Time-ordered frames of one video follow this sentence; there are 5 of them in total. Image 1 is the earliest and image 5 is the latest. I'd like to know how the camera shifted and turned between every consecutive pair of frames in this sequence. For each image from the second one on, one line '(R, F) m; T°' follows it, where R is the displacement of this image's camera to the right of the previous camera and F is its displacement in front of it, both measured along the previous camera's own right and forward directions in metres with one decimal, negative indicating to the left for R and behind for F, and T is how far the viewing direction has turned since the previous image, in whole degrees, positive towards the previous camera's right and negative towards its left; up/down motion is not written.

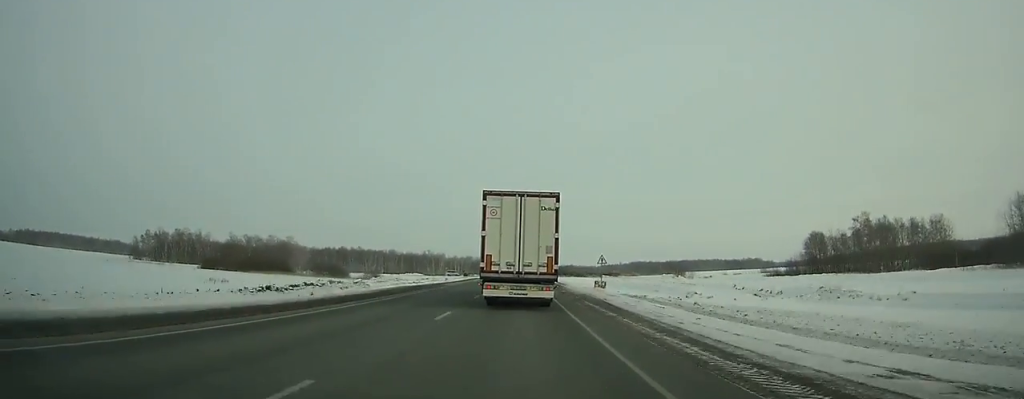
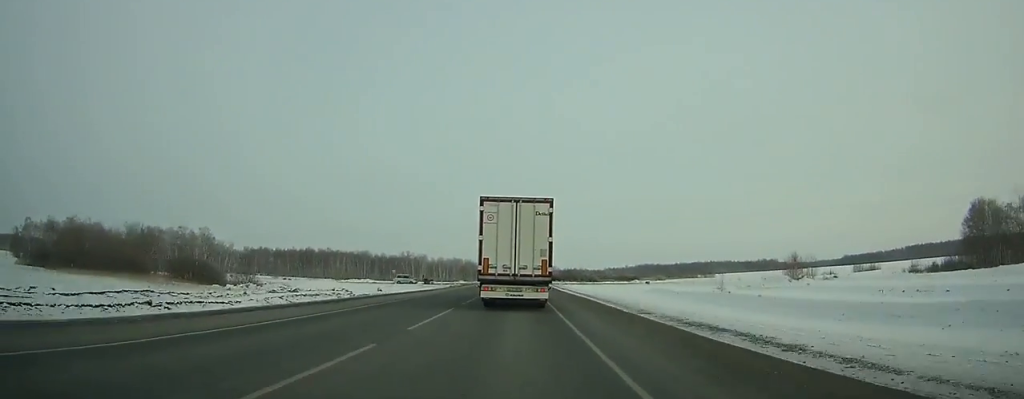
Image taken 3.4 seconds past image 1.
(+0.2, +74.2) m; 0°
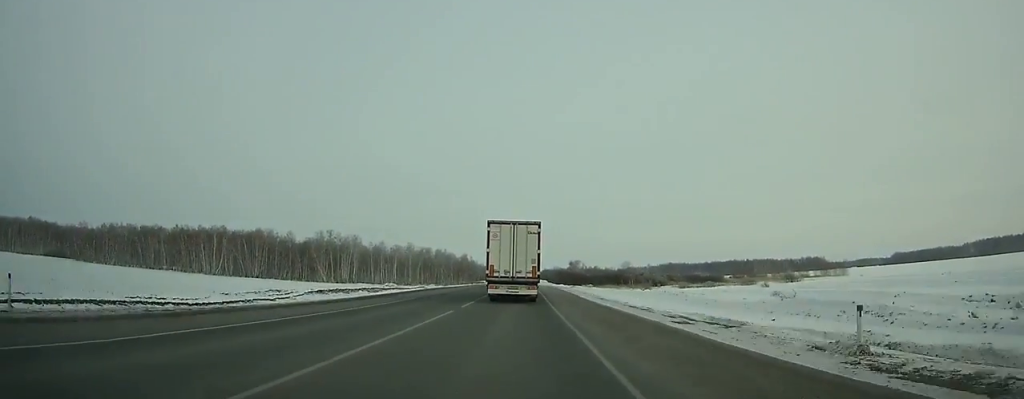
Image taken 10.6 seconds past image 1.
(-1.1, +154.9) m; -1°
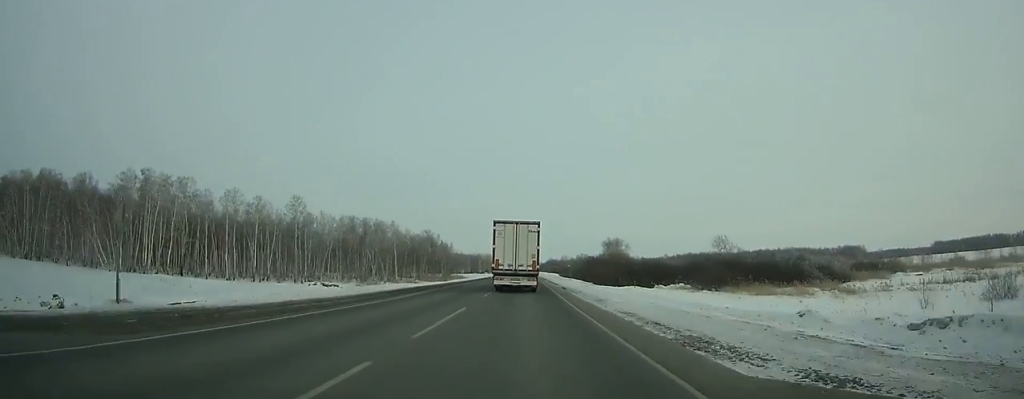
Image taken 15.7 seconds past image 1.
(+0.3, +111.0) m; 0°
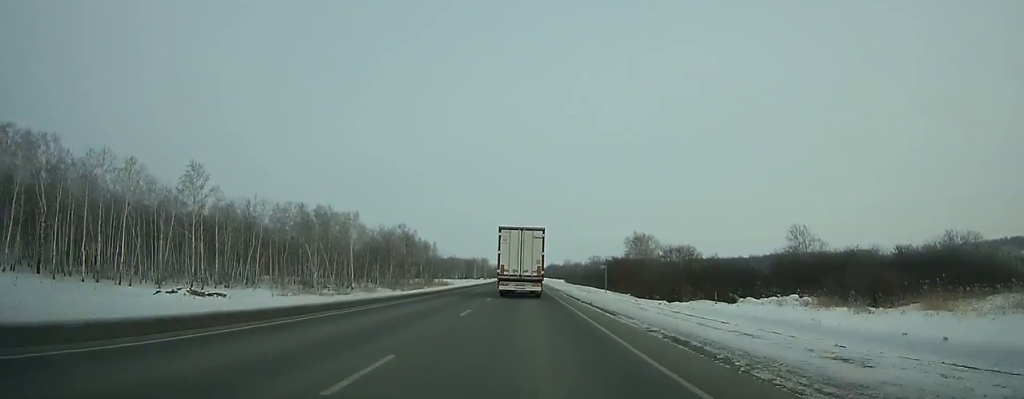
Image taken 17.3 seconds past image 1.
(0.0, +35.3) m; 0°
